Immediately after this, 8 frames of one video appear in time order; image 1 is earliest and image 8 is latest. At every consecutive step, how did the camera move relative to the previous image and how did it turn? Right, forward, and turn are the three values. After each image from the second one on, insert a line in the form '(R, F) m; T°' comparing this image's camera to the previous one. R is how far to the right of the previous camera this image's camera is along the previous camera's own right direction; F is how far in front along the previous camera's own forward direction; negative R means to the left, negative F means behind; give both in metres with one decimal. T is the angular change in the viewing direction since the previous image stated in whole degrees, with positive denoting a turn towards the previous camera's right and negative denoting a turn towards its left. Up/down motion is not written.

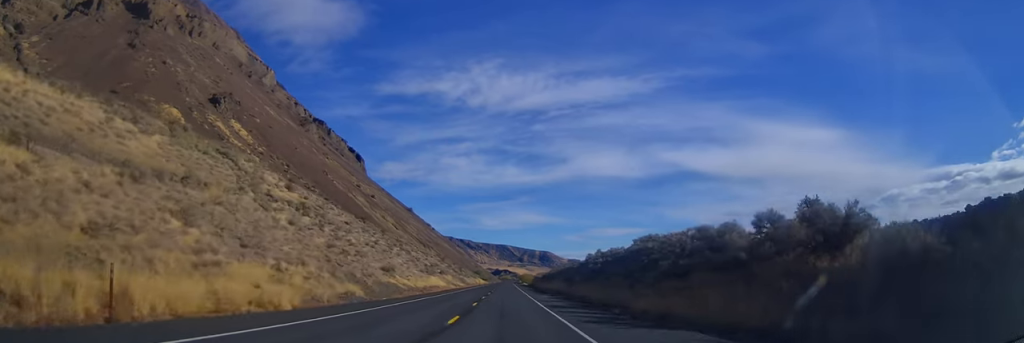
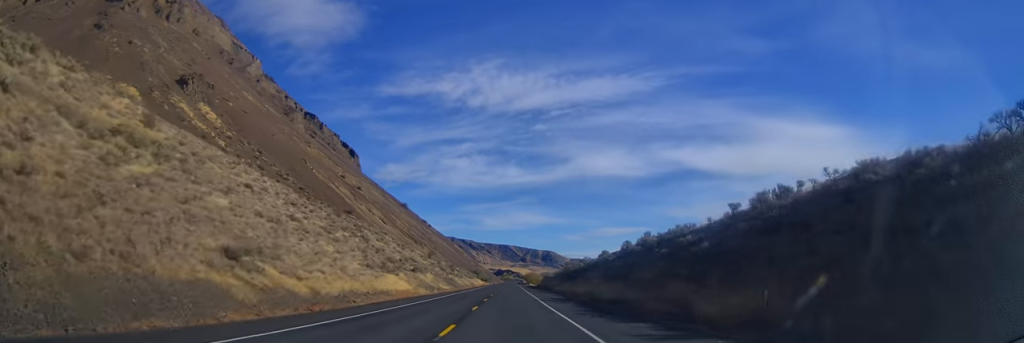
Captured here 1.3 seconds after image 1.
(-0.4, +40.0) m; 0°
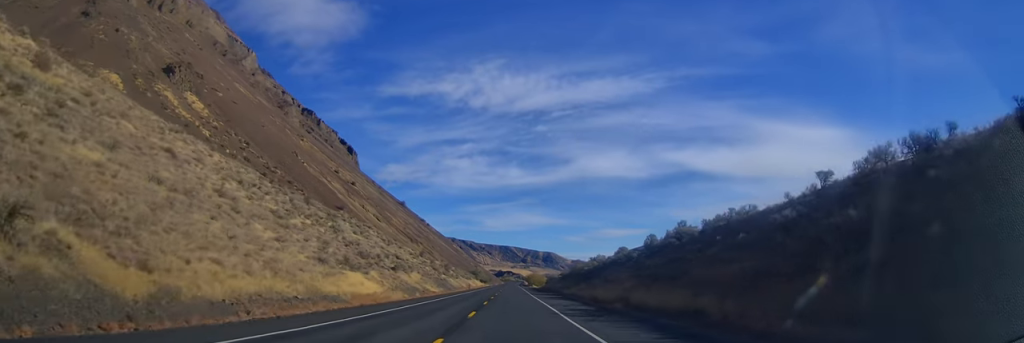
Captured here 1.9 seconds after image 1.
(-0.1, +16.0) m; 0°
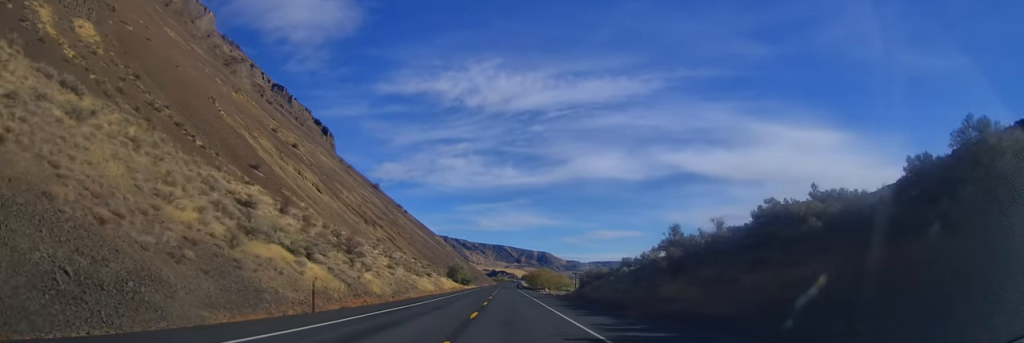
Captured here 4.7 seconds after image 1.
(-0.8, +85.8) m; -1°
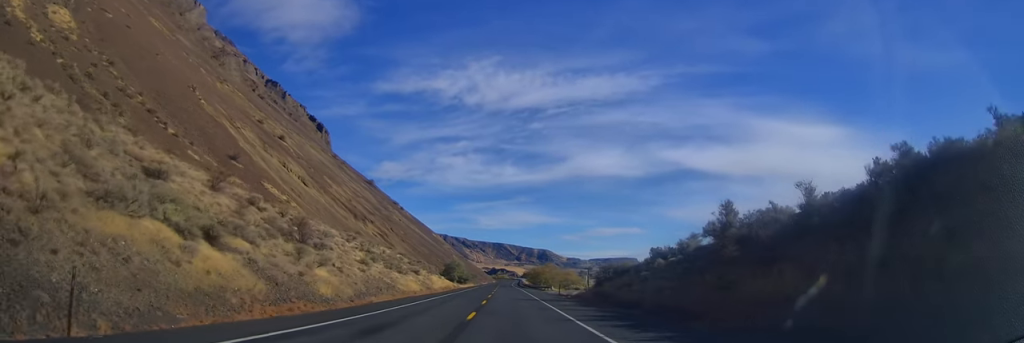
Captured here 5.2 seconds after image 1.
(0.0, +14.0) m; +1°
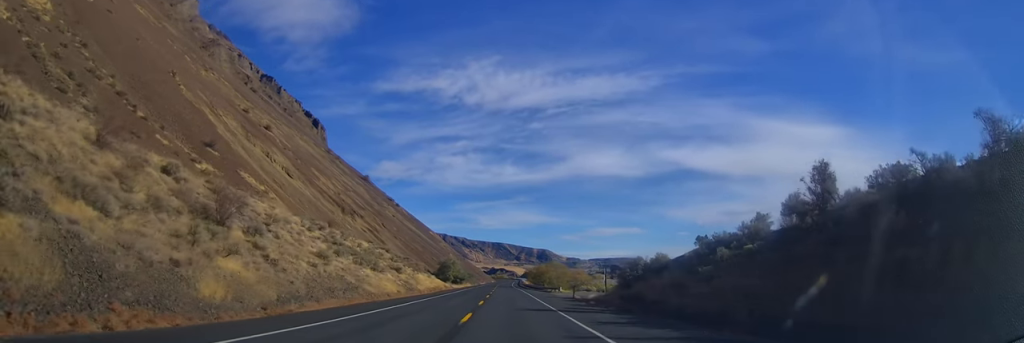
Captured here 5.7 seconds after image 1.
(-0.1, +14.0) m; +1°
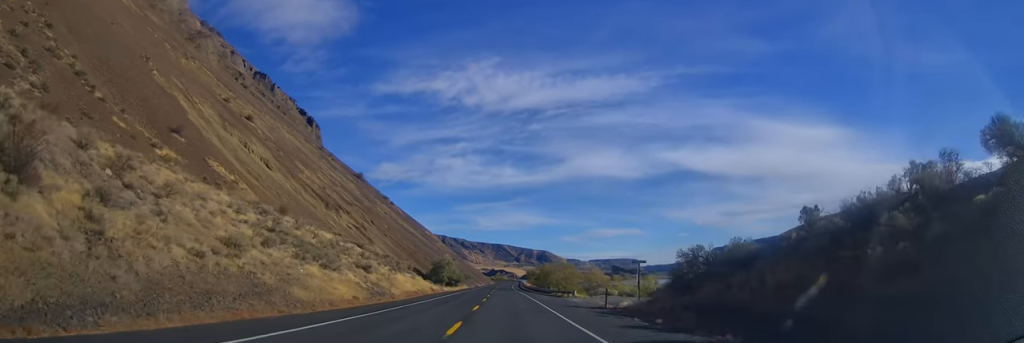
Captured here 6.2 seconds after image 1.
(+0.3, +16.1) m; 0°
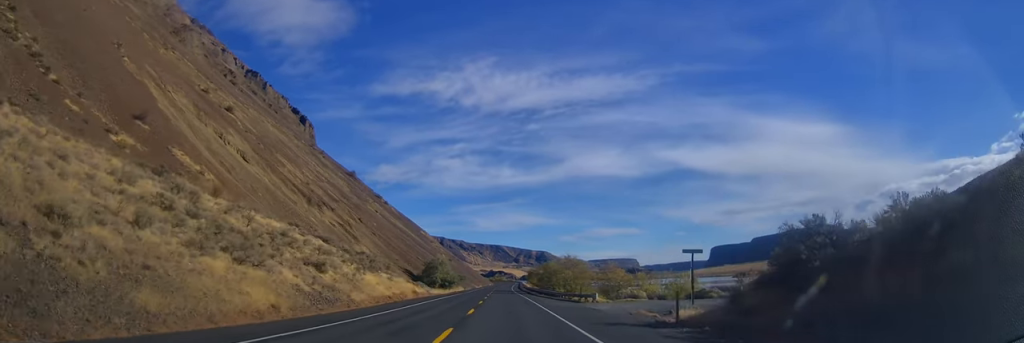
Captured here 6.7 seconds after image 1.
(+0.3, +14.1) m; 0°
